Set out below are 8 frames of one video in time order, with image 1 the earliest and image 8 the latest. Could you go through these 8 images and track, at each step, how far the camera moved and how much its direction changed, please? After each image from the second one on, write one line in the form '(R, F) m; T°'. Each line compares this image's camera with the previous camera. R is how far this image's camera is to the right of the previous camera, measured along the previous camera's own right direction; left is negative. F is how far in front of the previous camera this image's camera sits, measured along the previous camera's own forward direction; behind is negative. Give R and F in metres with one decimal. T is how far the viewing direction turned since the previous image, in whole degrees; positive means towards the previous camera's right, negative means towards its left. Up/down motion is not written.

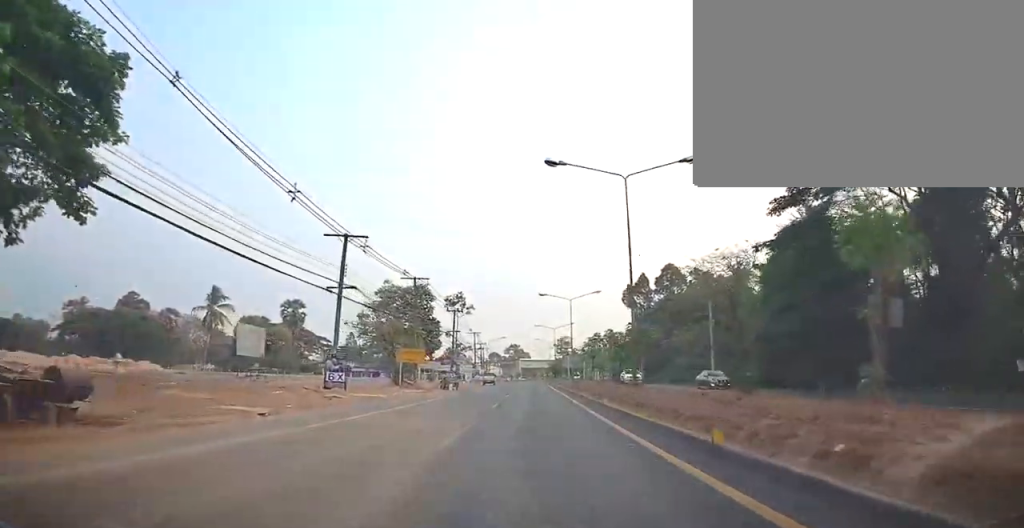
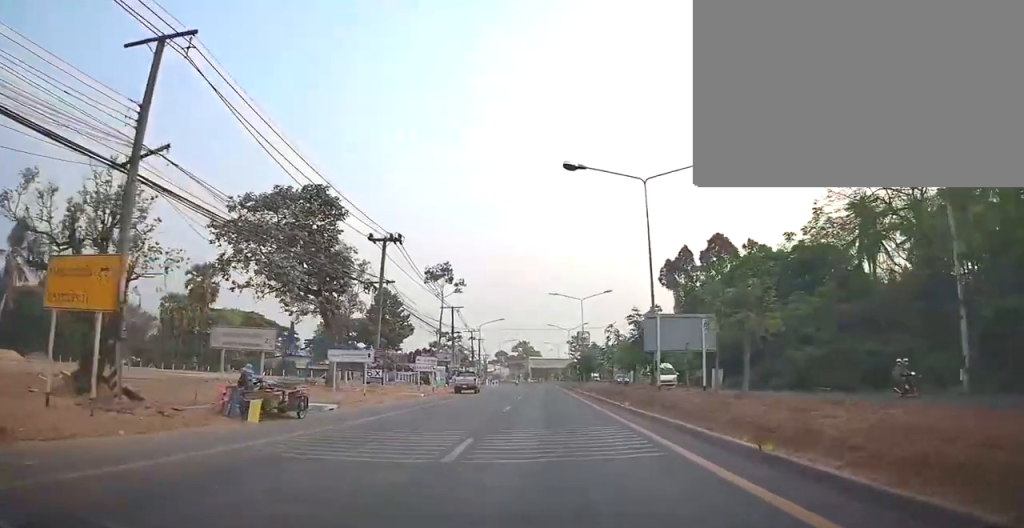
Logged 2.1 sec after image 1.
(0.0, +36.8) m; 0°
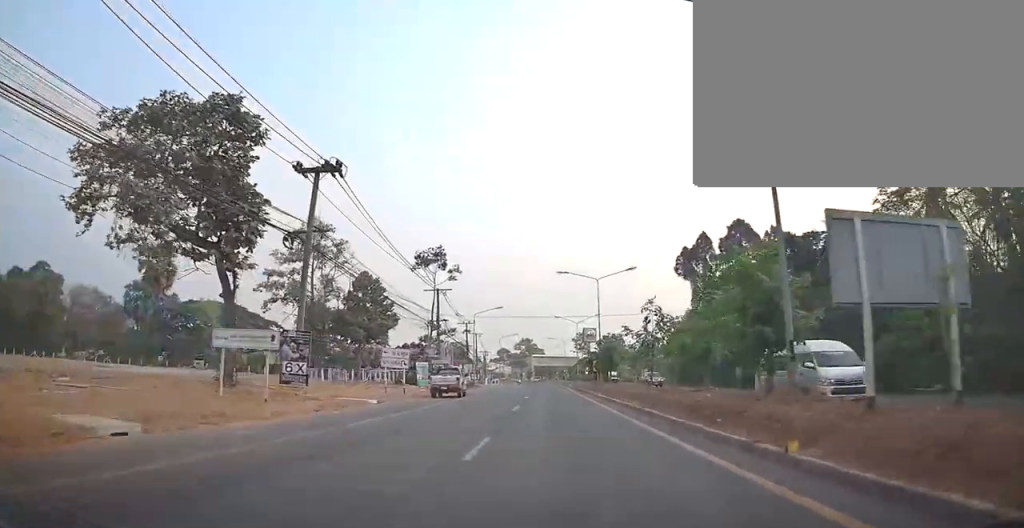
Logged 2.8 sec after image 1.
(0.0, +11.7) m; 0°
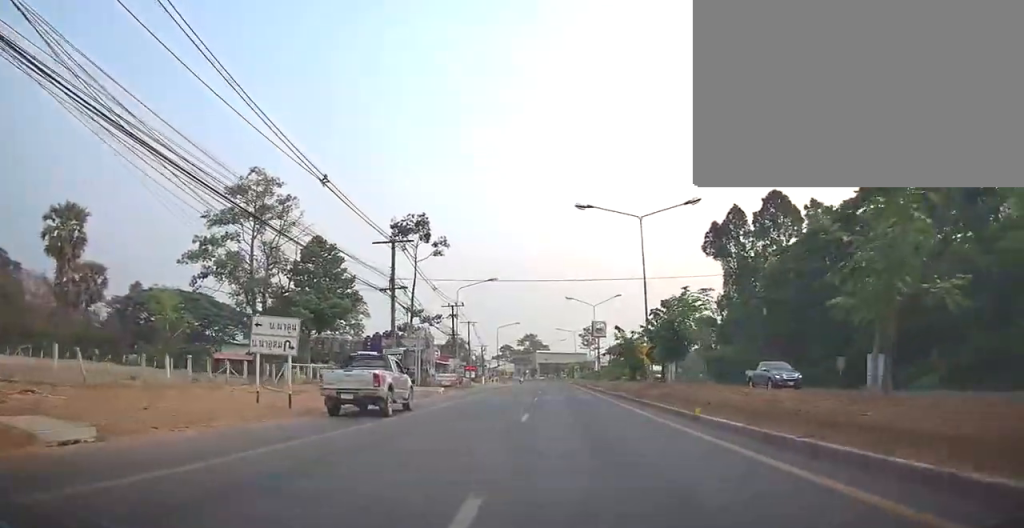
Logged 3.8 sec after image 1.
(0.0, +17.8) m; 0°
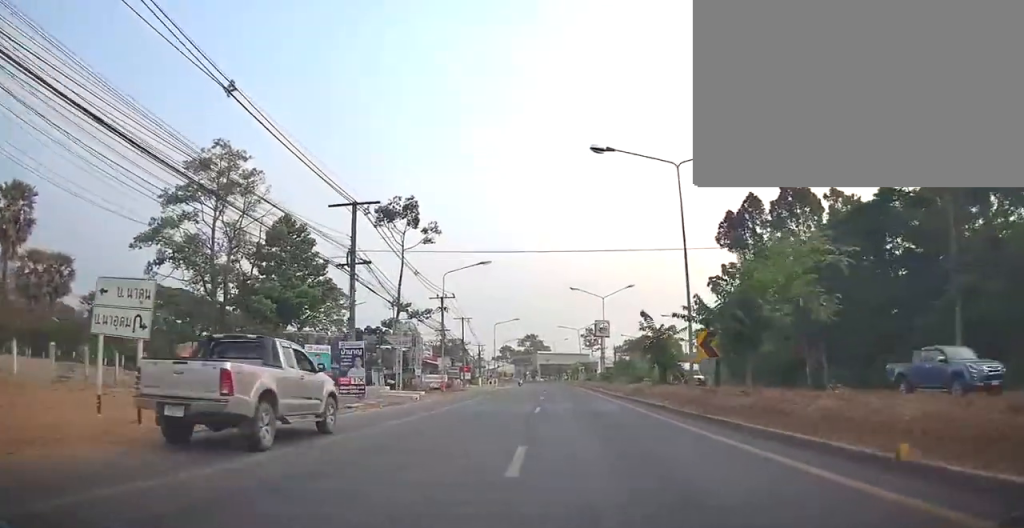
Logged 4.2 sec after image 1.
(0.0, +7.9) m; 0°
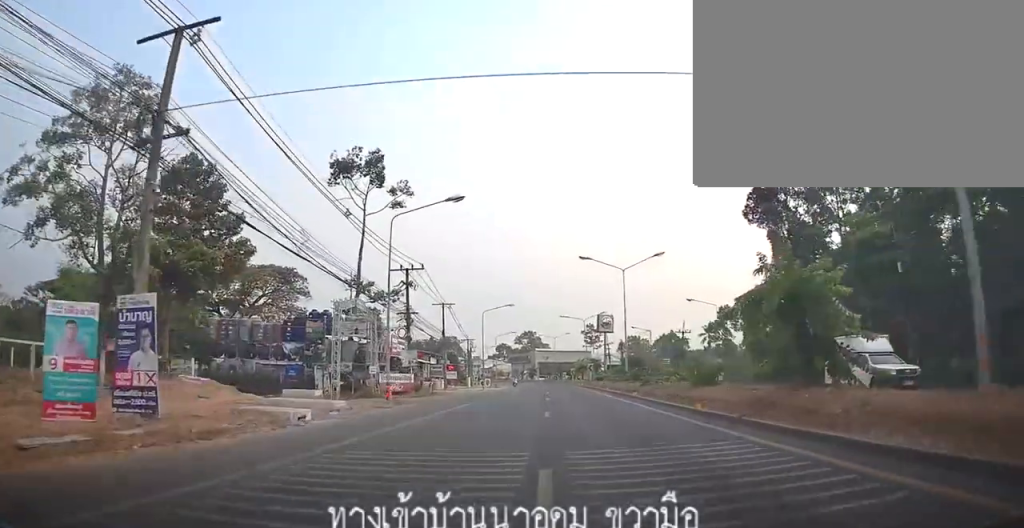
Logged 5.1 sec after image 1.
(0.0, +14.8) m; 0°
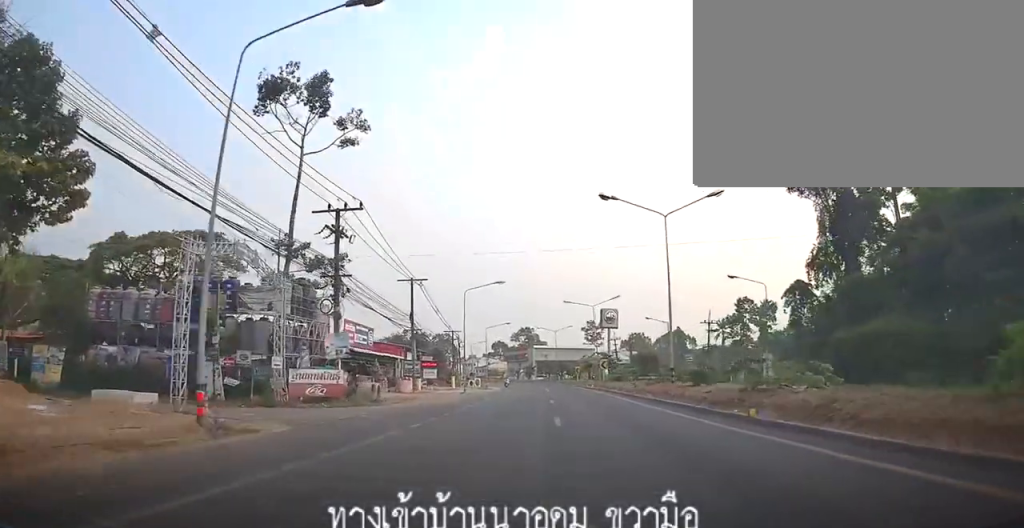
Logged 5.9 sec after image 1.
(0.0, +15.0) m; 0°
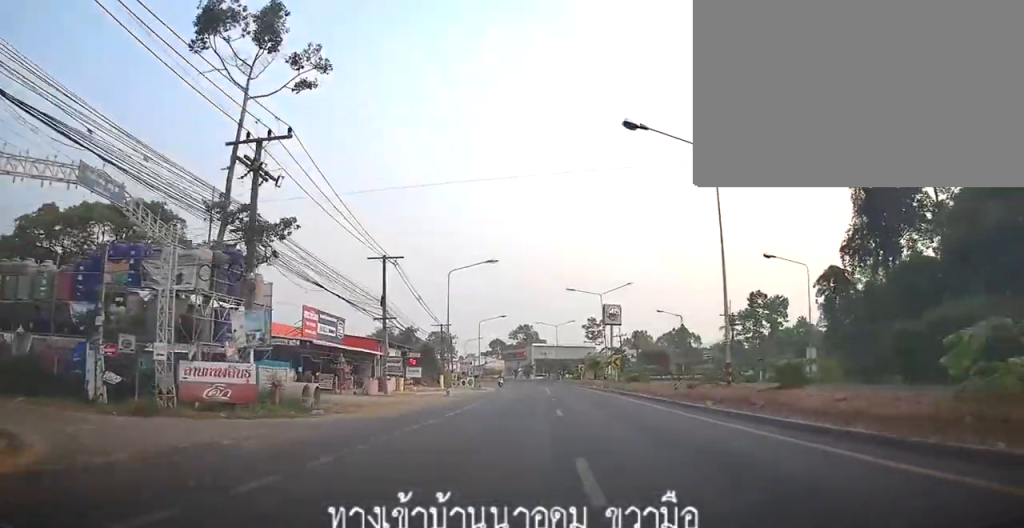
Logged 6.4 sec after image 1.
(0.0, +8.5) m; -1°
